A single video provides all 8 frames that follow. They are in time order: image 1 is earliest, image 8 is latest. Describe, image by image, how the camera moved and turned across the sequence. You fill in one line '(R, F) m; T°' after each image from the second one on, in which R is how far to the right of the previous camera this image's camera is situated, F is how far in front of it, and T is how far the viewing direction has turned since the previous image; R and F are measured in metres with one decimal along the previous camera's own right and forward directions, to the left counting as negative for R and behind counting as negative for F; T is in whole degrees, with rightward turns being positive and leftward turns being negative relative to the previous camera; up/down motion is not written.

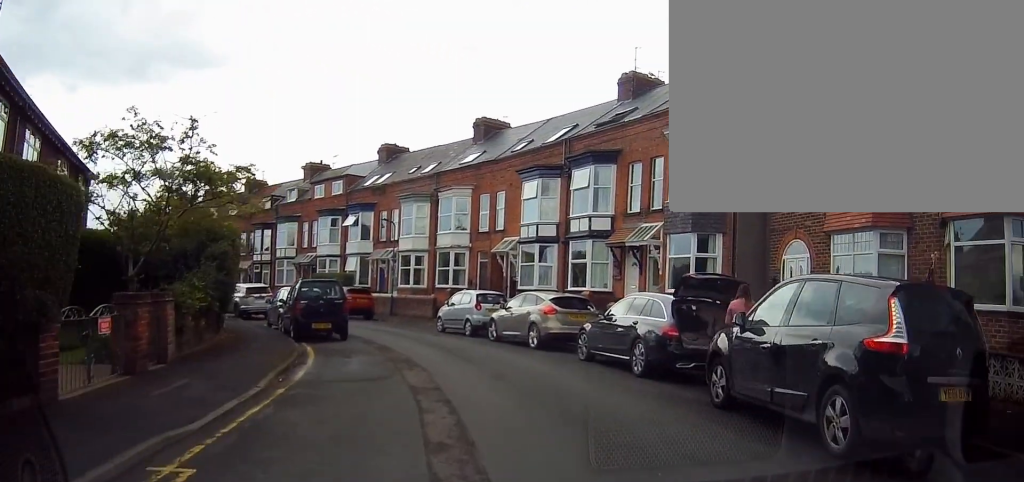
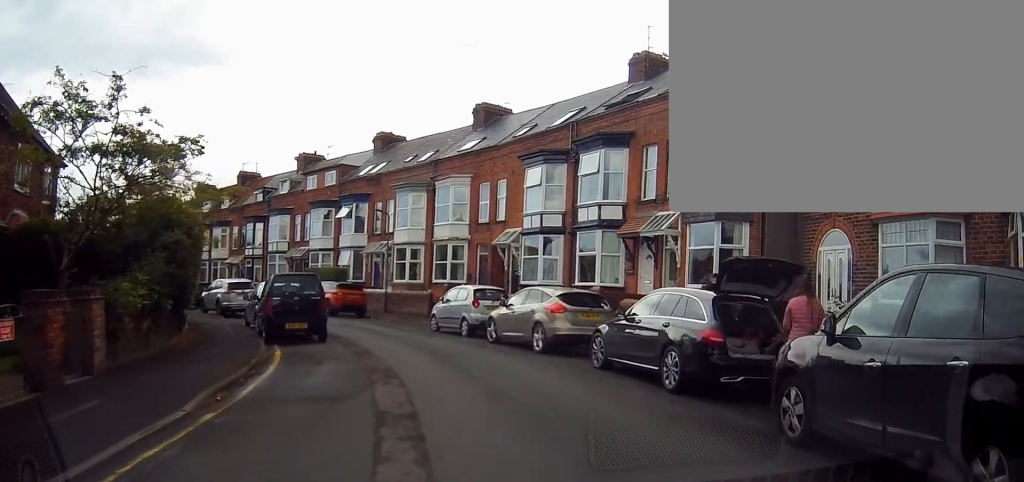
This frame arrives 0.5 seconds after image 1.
(-0.2, +2.1) m; -1°
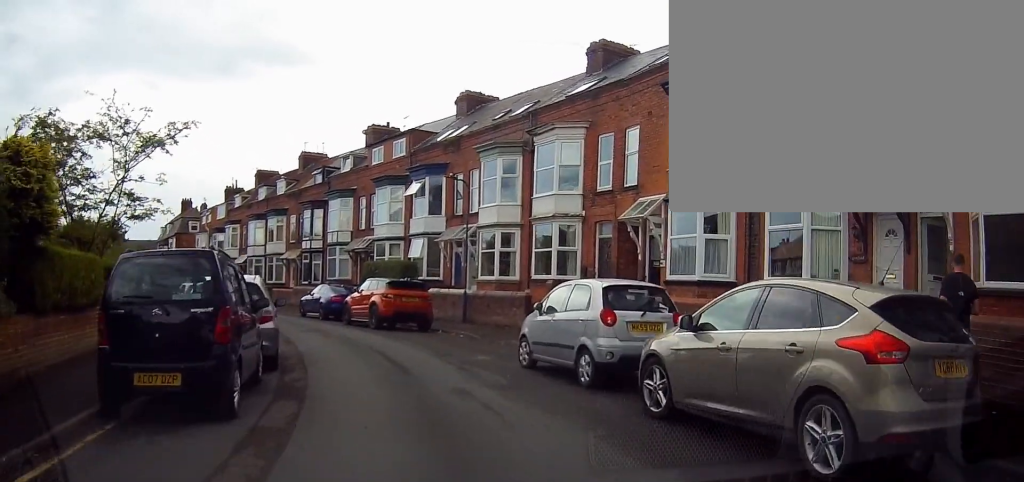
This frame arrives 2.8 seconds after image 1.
(-0.2, +10.1) m; -7°
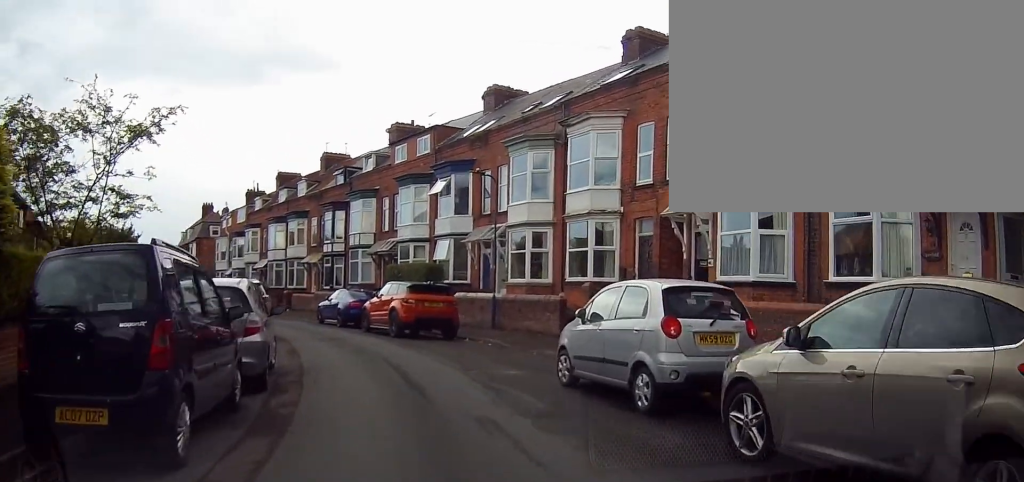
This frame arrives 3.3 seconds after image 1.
(-0.1, +1.9) m; -1°
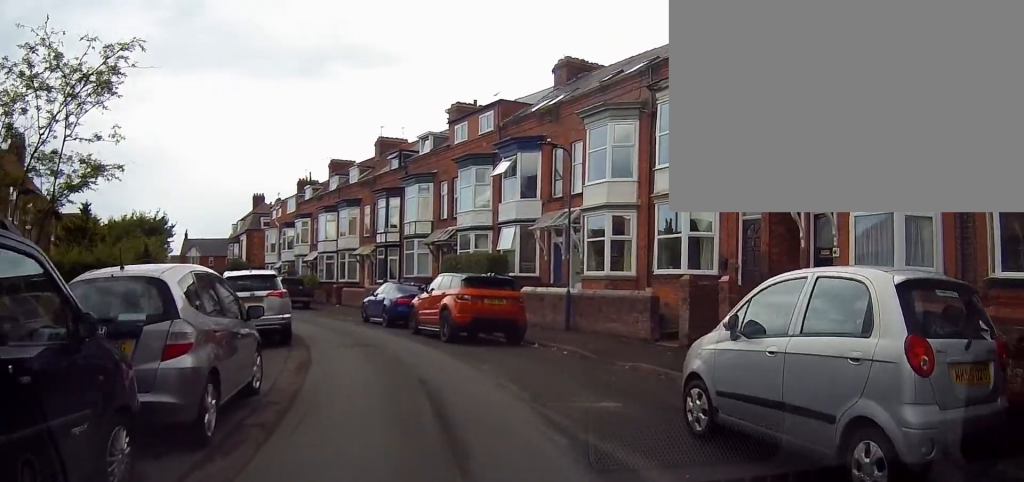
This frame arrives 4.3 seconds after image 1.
(-0.1, +3.8) m; -4°
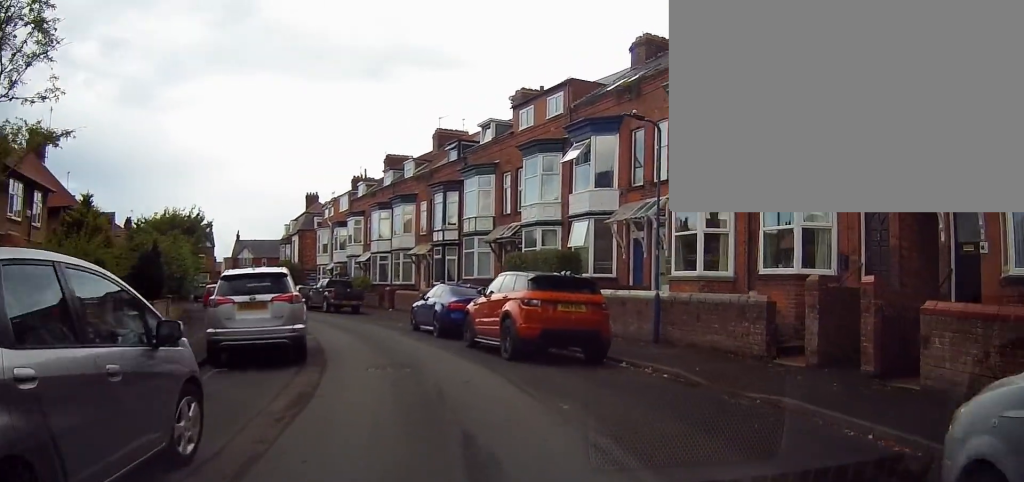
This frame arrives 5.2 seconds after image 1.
(-0.2, +3.5) m; -6°
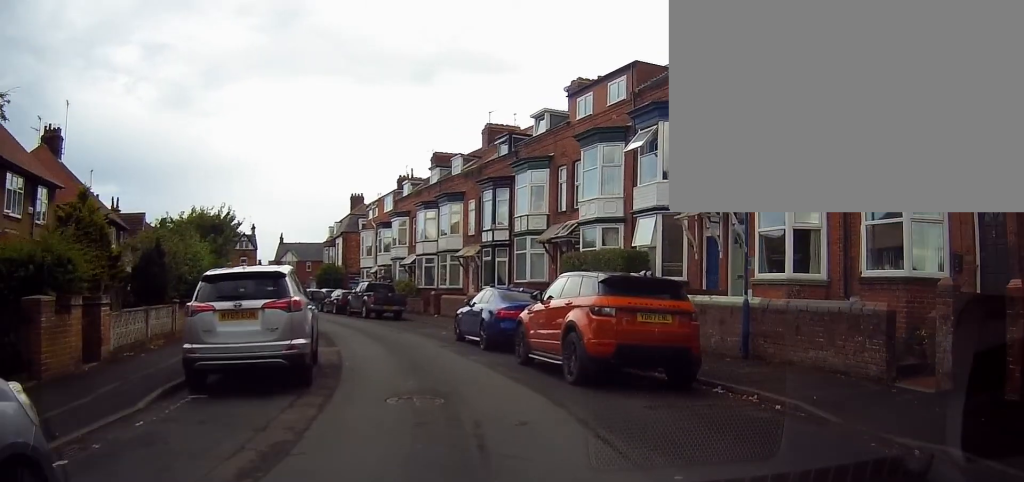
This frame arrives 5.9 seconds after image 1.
(-0.1, +2.7) m; -6°
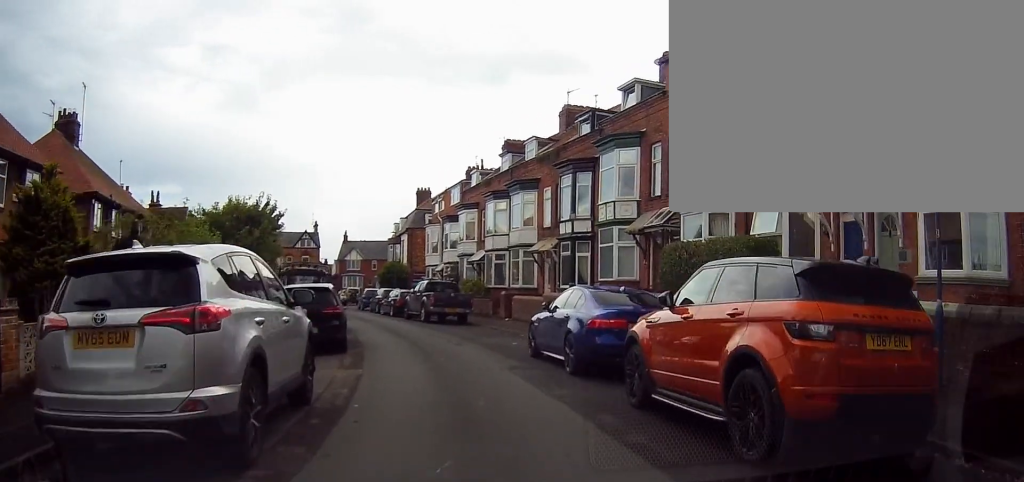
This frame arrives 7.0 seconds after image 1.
(-0.4, +4.5) m; -8°
